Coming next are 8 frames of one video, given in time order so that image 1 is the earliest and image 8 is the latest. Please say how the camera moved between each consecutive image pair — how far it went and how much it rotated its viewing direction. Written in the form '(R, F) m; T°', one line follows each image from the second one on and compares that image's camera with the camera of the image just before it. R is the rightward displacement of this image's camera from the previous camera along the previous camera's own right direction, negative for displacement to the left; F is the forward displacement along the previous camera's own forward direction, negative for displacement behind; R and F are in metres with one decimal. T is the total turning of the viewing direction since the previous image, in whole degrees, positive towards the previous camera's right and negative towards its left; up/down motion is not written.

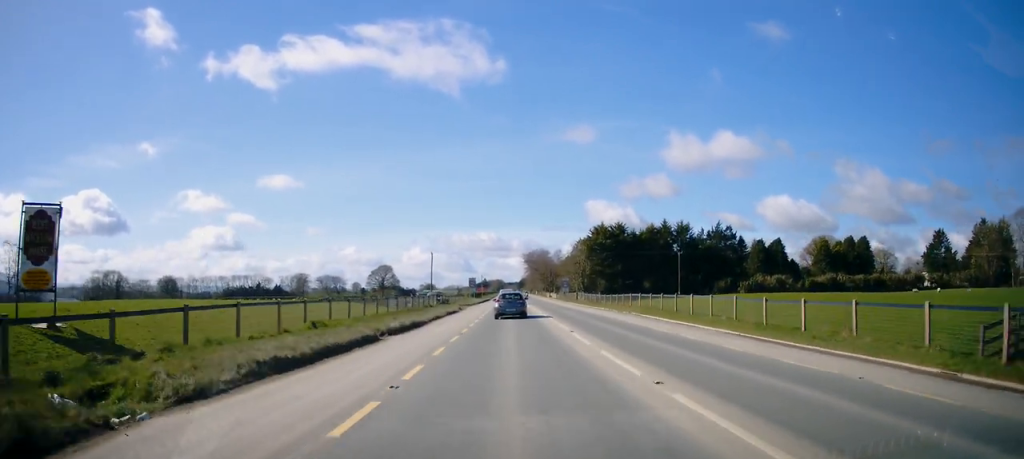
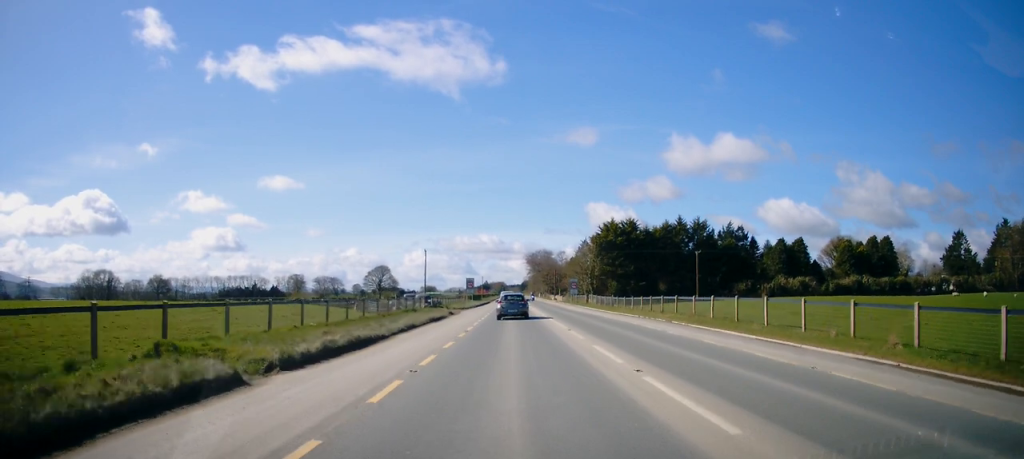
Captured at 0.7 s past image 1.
(+0.1, +10.3) m; 0°
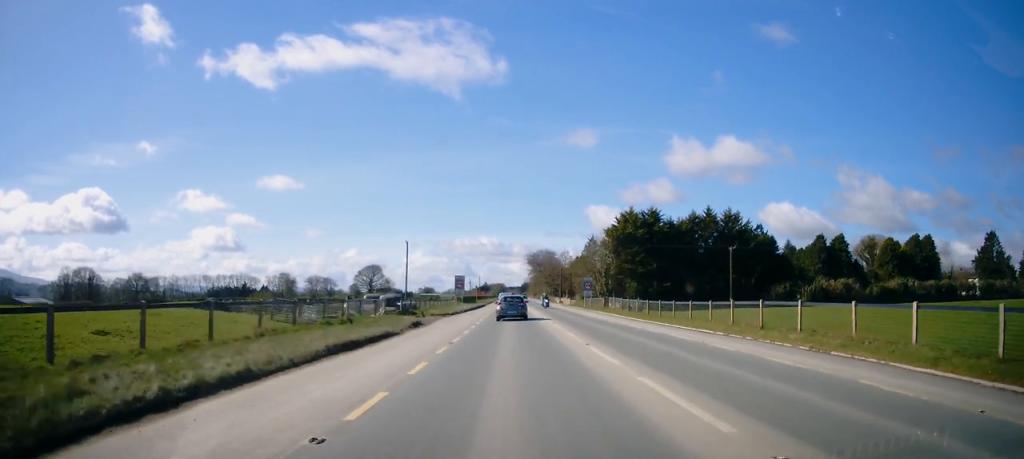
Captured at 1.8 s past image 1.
(-0.2, +17.3) m; -1°
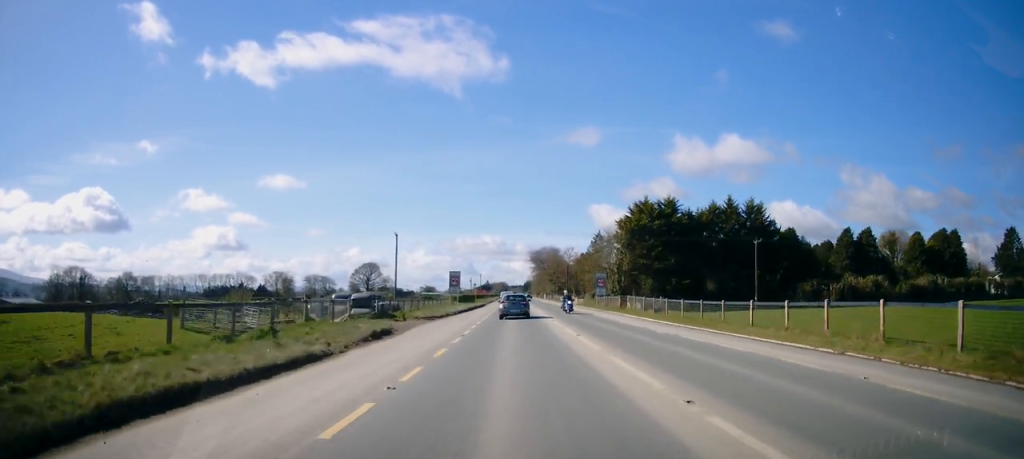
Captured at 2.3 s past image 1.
(-0.1, +9.0) m; -1°
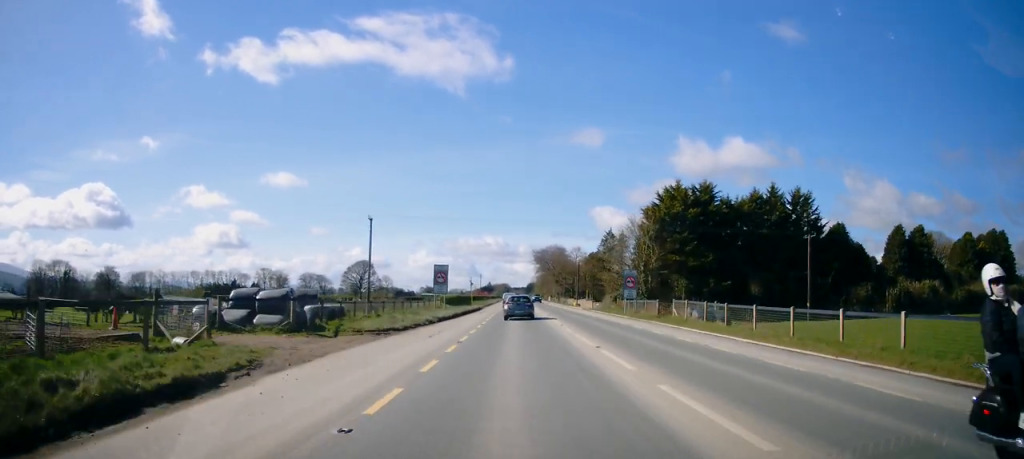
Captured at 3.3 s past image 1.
(0.0, +15.0) m; +1°
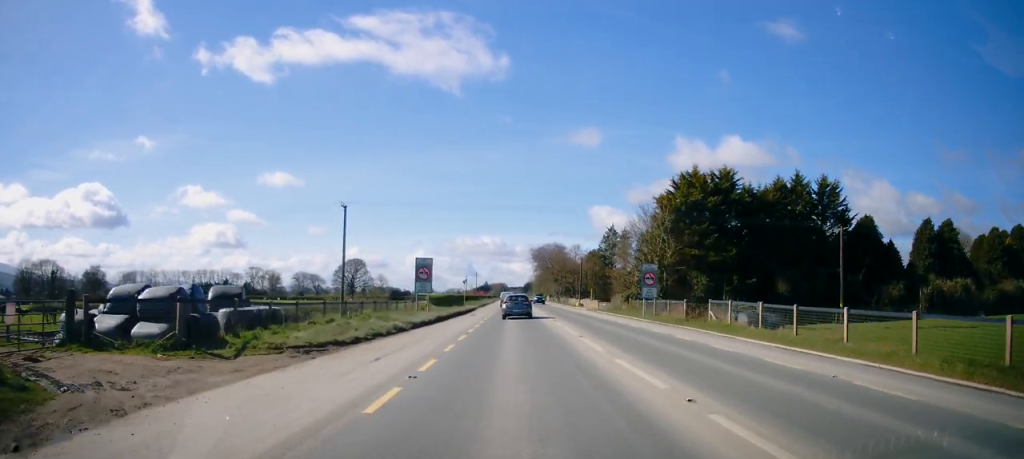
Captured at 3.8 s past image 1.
(+0.1, +8.2) m; 0°
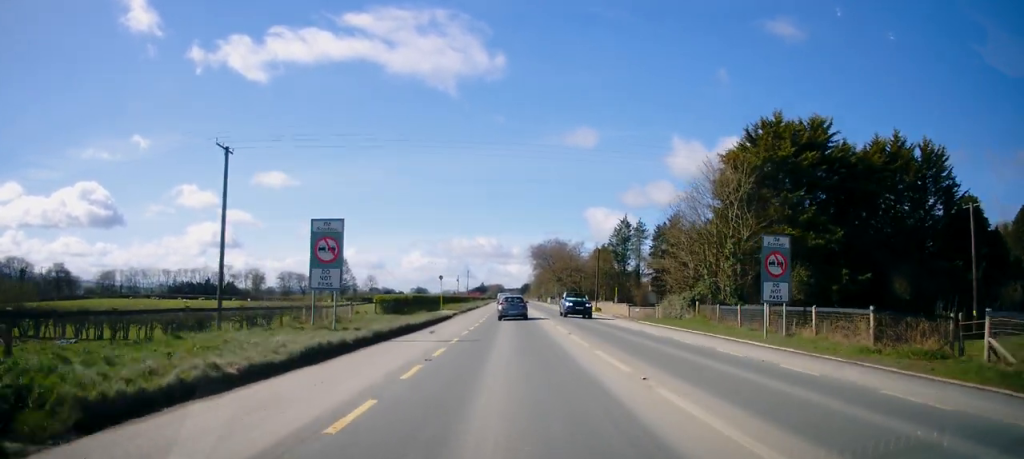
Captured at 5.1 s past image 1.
(0.0, +21.5) m; 0°
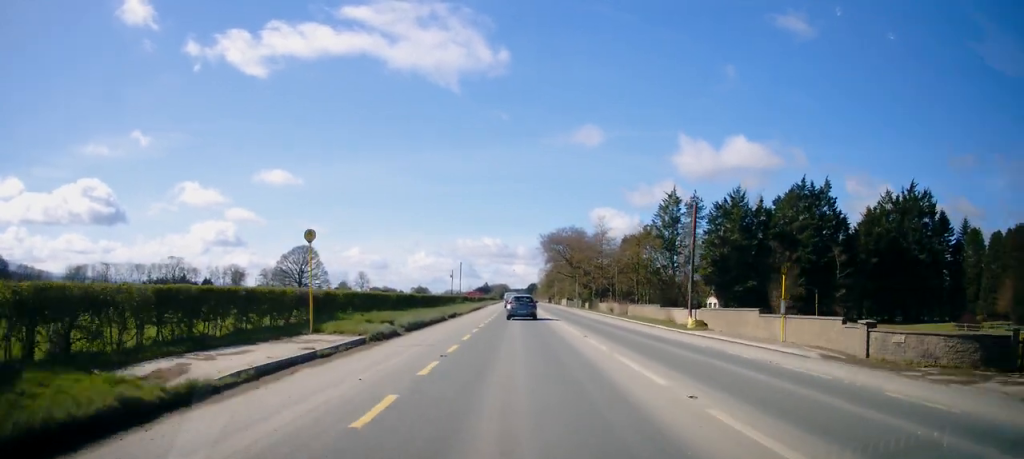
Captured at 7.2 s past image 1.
(-0.1, +36.4) m; +1°
